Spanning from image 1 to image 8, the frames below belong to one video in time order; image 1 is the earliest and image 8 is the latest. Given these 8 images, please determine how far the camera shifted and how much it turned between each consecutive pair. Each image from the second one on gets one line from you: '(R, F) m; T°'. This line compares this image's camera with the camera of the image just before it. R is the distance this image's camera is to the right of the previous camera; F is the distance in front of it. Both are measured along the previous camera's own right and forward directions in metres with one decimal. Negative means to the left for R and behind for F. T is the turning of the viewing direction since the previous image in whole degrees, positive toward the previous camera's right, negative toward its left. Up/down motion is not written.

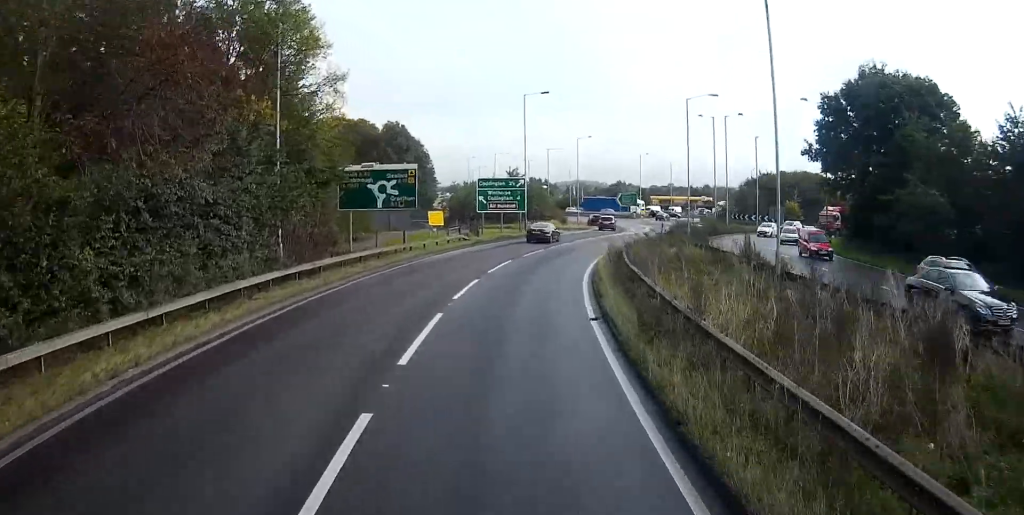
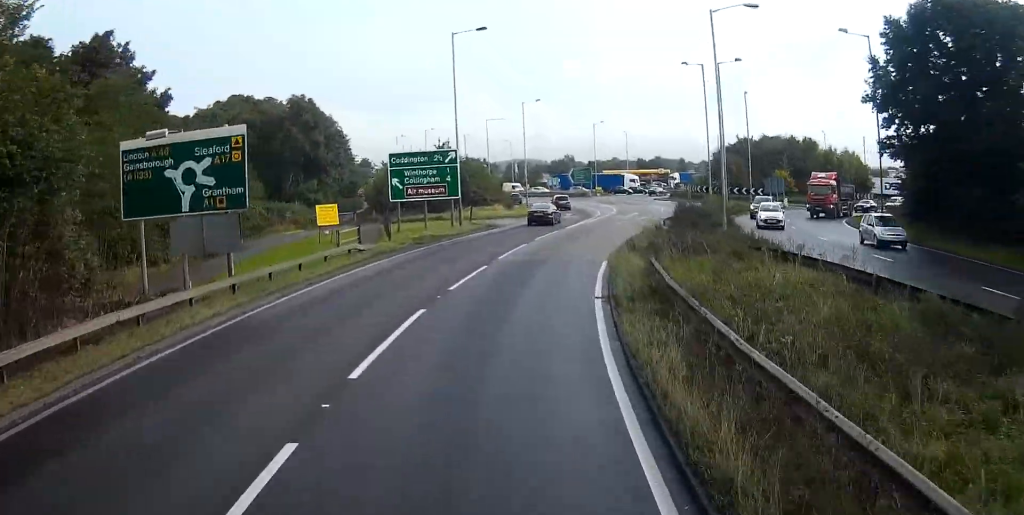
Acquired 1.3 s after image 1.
(+1.3, +19.0) m; +6°
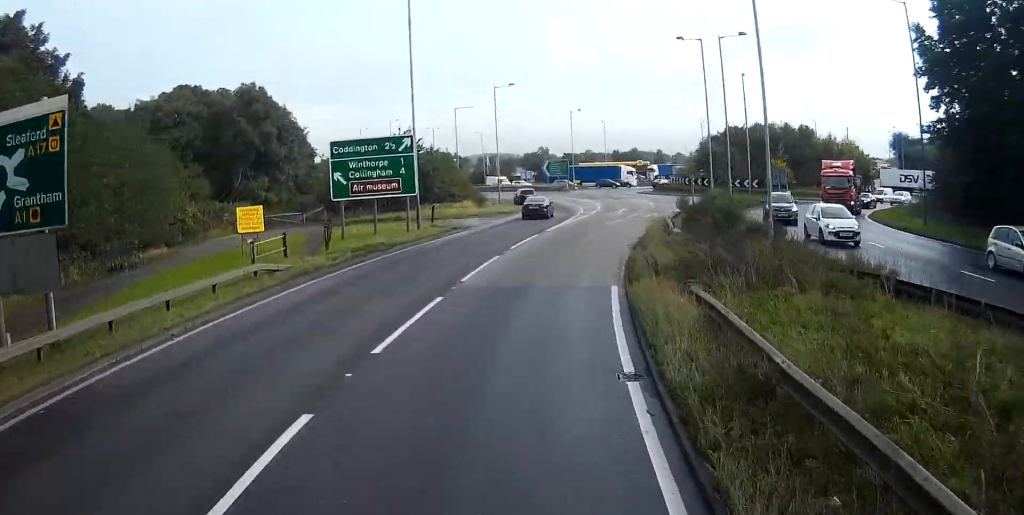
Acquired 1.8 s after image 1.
(+0.1, +8.2) m; +1°
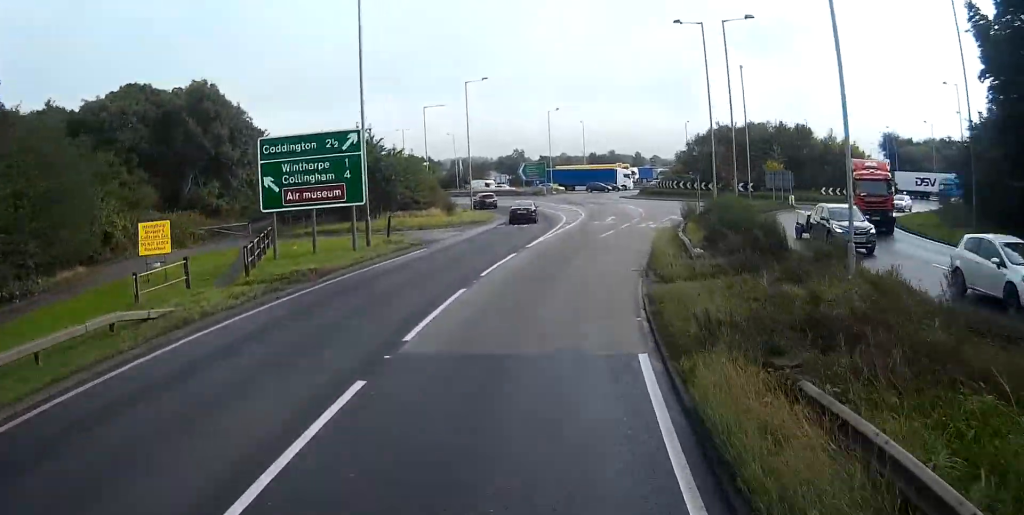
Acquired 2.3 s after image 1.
(0.0, +7.1) m; 0°
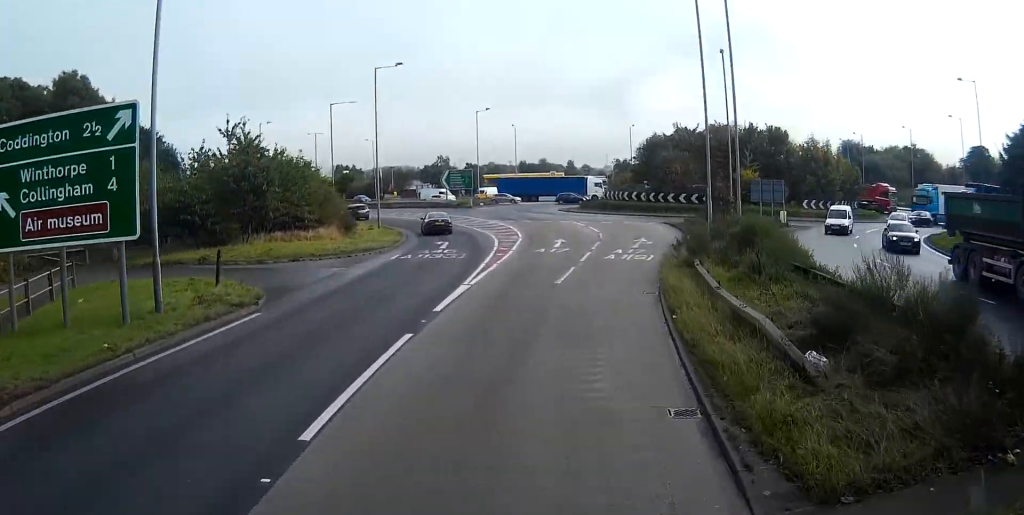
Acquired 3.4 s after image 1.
(0.0, +13.9) m; +5°
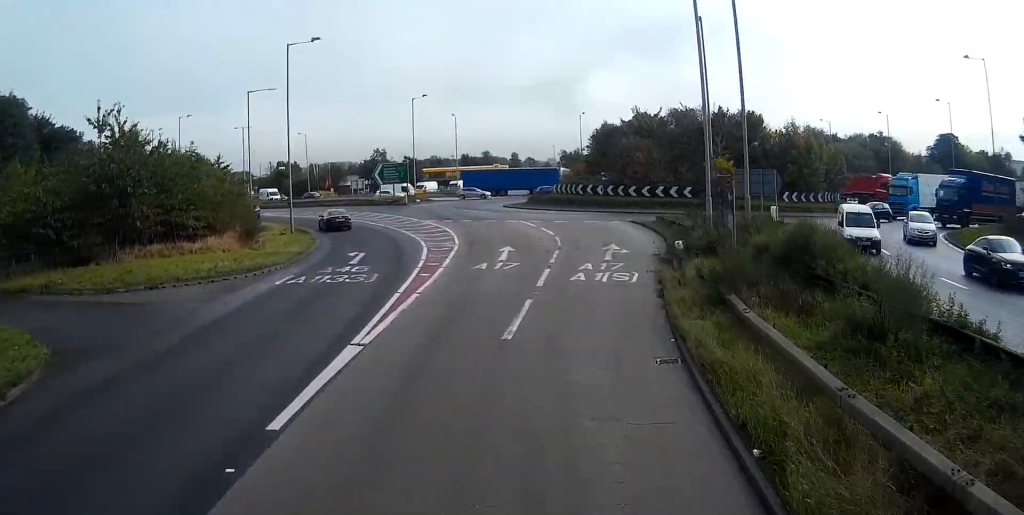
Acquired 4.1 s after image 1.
(+0.7, +8.5) m; +7°
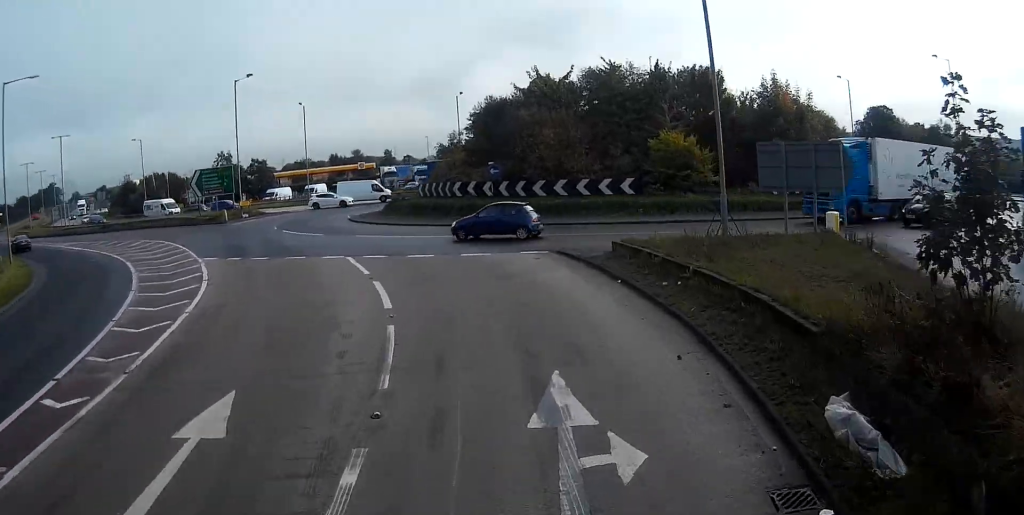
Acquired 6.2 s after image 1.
(+2.6, +21.4) m; +12°
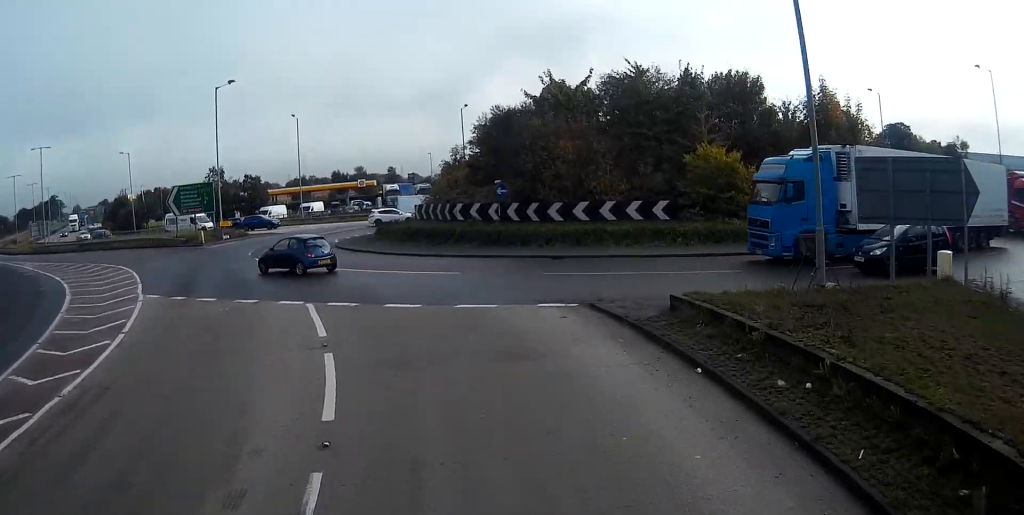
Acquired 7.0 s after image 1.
(+0.3, +5.9) m; +2°
